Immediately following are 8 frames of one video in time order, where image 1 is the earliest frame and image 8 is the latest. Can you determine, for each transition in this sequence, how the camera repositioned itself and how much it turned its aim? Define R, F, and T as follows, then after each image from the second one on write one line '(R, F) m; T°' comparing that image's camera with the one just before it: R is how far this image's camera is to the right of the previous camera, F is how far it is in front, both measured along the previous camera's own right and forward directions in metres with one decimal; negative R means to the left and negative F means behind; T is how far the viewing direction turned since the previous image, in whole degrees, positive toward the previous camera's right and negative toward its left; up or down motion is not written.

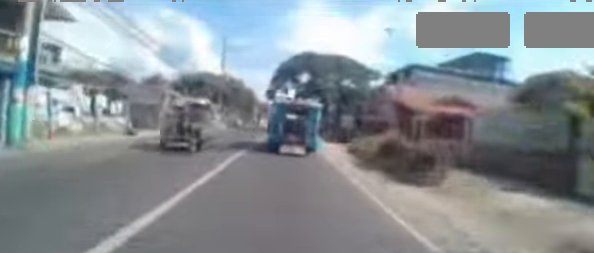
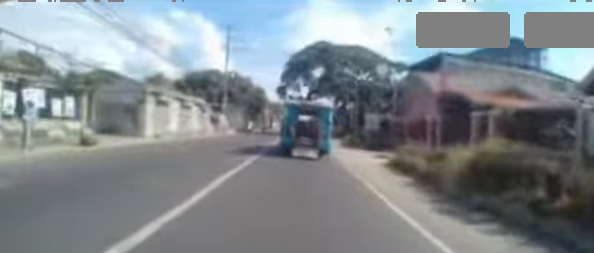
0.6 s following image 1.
(0.0, +4.9) m; +2°
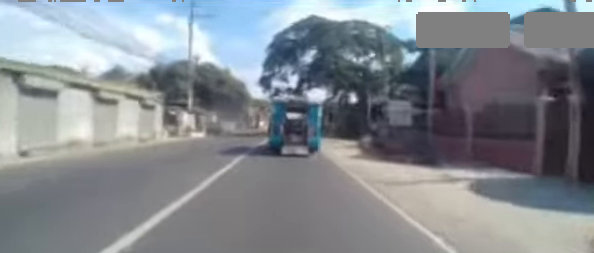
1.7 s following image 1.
(+0.4, +8.5) m; +1°
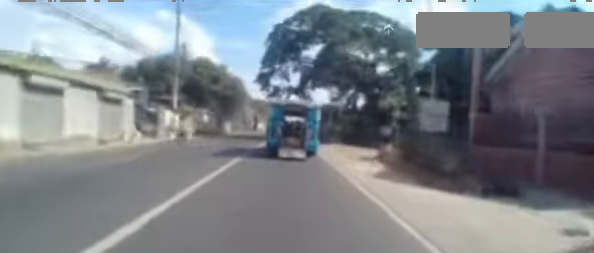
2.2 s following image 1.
(-0.1, +4.0) m; -1°
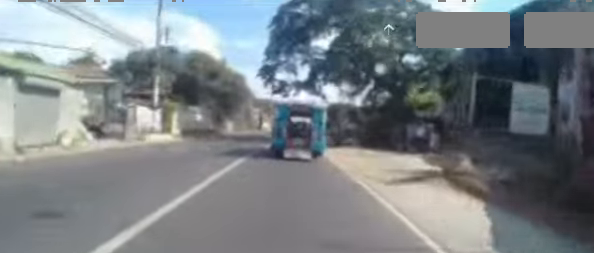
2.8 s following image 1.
(-0.2, +5.0) m; -2°
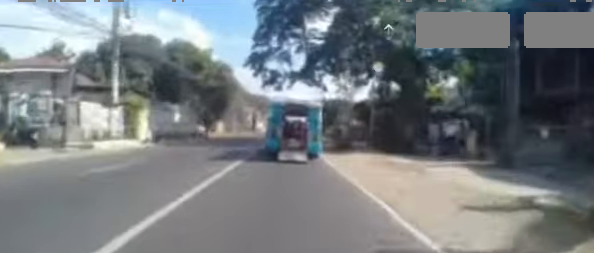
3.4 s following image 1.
(0.0, +4.4) m; 0°
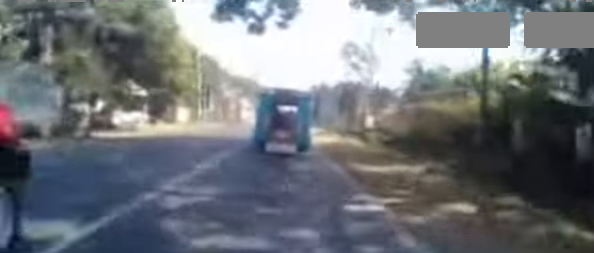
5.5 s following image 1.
(-0.1, +17.1) m; 0°
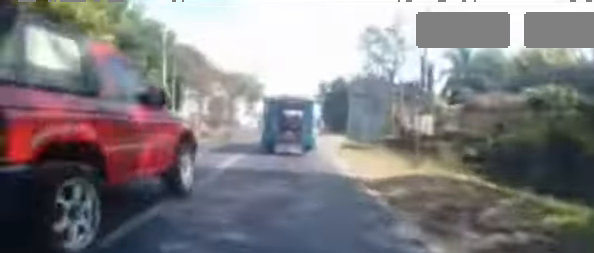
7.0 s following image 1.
(+0.1, +10.7) m; +1°
